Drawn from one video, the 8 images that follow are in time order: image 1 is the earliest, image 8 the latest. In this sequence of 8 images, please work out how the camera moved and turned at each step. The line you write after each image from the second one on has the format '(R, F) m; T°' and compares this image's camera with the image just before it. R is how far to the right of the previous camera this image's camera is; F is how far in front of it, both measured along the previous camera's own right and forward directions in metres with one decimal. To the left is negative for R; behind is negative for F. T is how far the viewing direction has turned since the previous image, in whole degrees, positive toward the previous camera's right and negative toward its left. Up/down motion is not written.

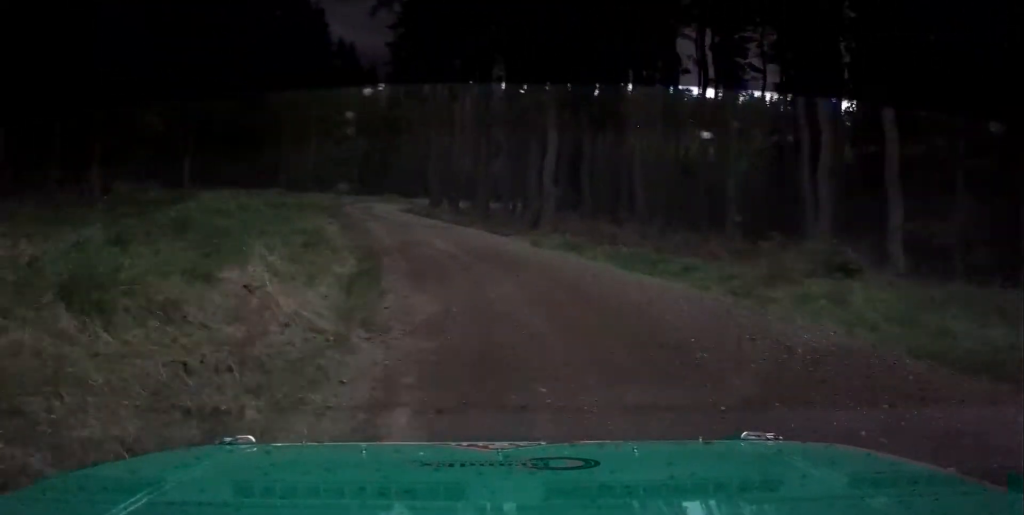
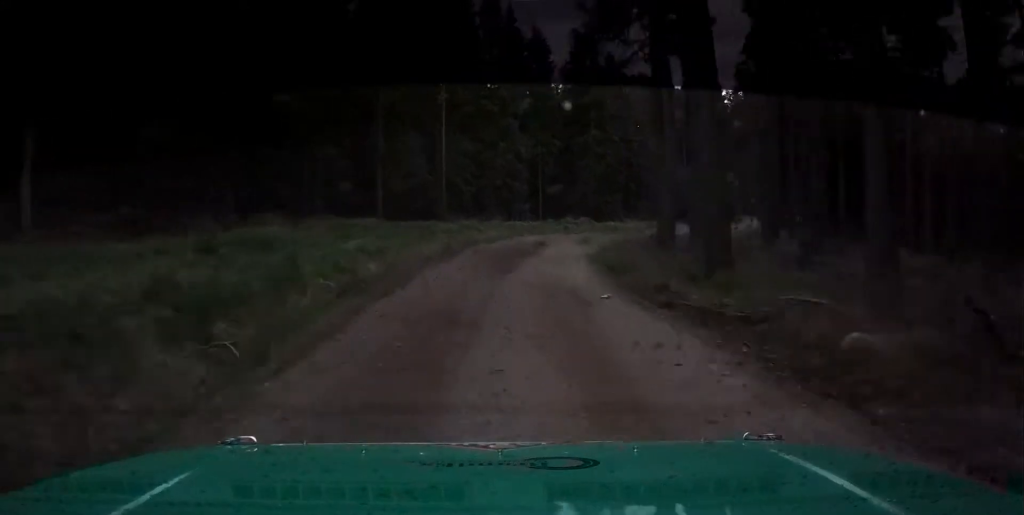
(-9.6, +38.3) m; -21°
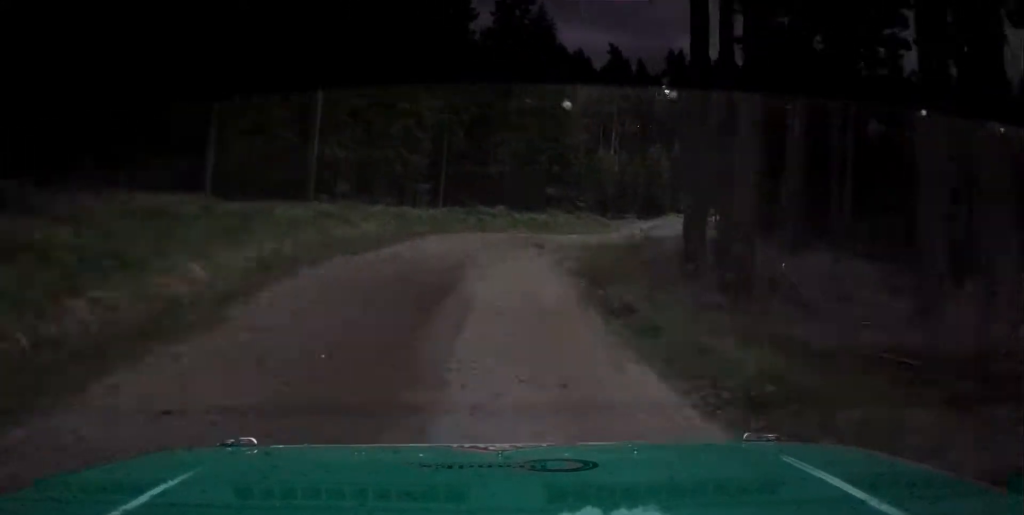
(-0.5, +15.6) m; -1°
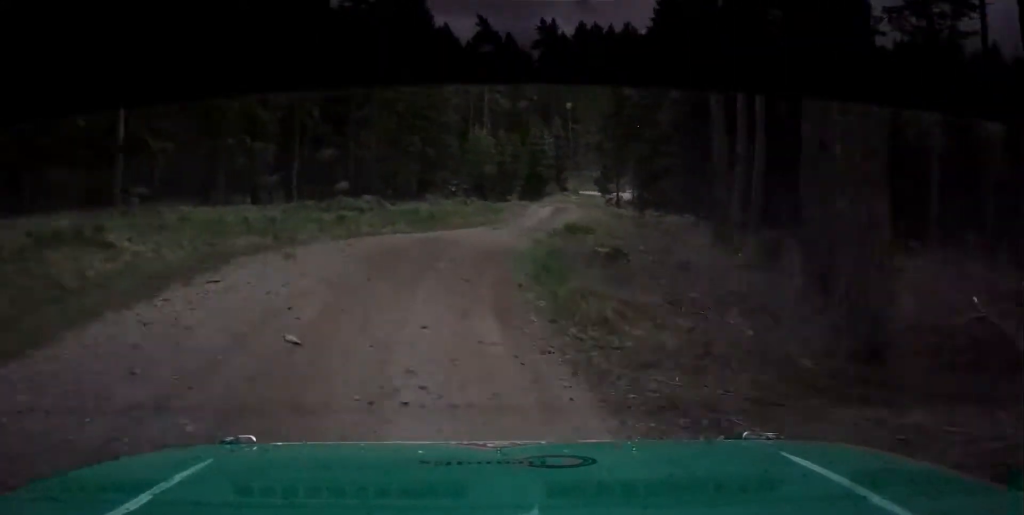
(0.0, +11.1) m; +1°
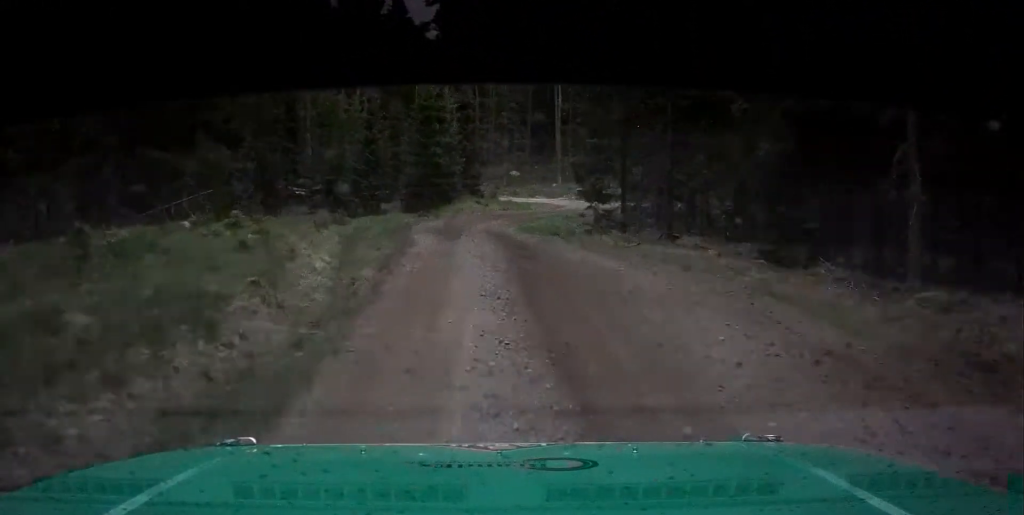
(+3.0, +35.2) m; +12°
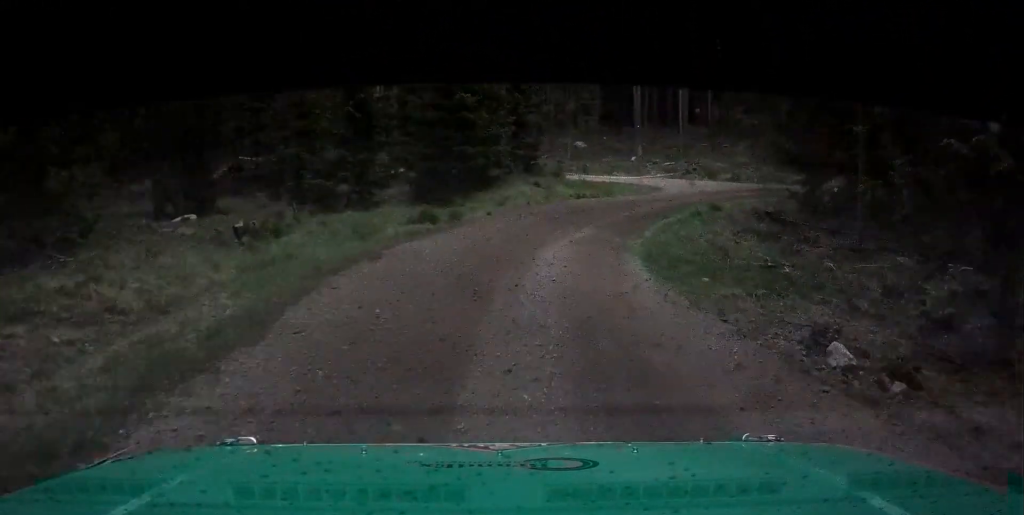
(+1.6, +19.7) m; +10°
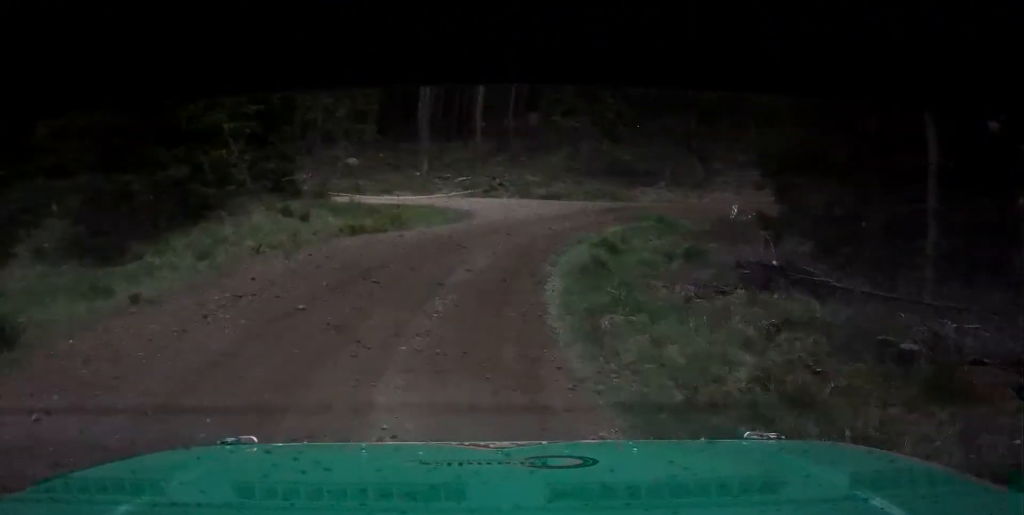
(+0.1, +13.7) m; +9°
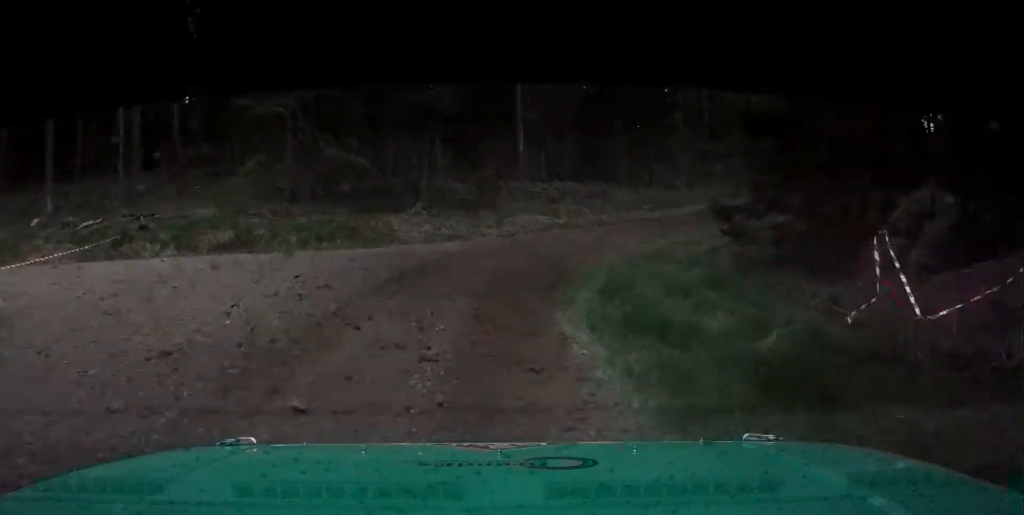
(+4.3, +20.4) m; +25°
